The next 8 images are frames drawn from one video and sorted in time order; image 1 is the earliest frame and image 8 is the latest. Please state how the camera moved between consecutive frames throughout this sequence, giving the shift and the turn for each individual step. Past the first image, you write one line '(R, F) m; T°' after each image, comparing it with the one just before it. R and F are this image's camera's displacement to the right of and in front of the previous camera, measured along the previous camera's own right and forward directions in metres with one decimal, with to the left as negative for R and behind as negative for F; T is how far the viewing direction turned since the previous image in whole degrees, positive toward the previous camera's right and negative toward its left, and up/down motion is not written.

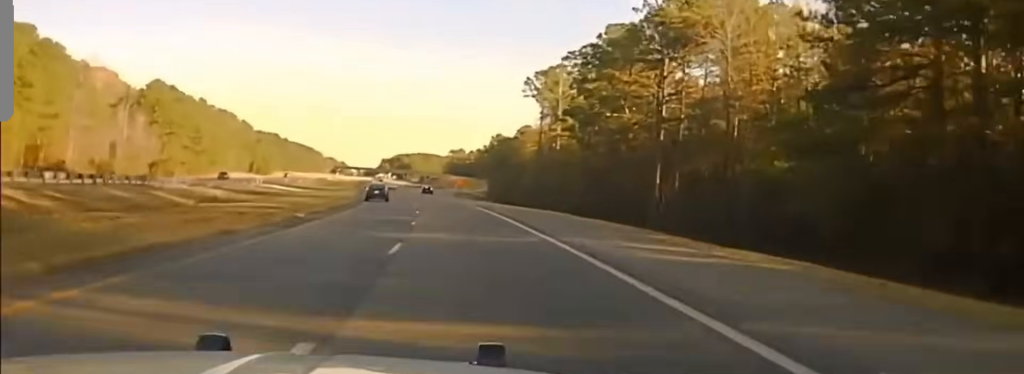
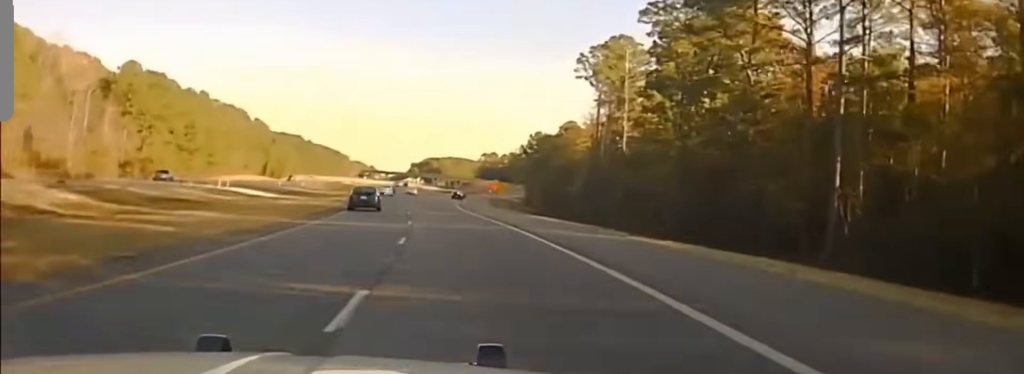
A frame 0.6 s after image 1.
(0.0, +34.0) m; 0°
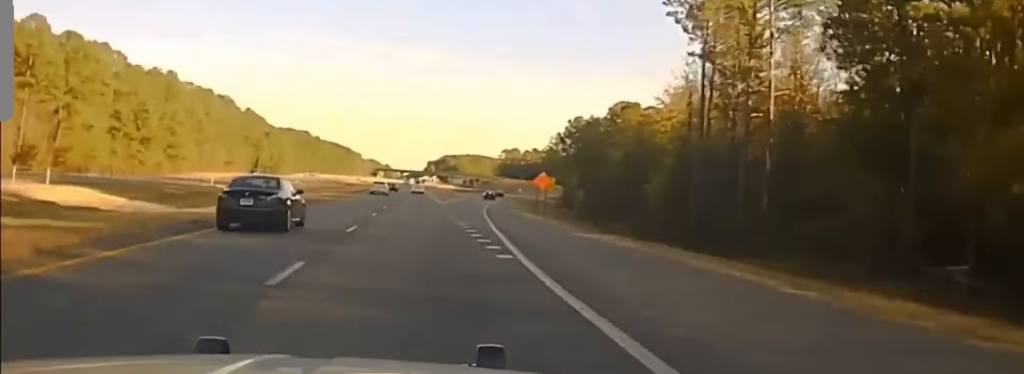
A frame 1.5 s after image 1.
(0.0, +47.8) m; 0°
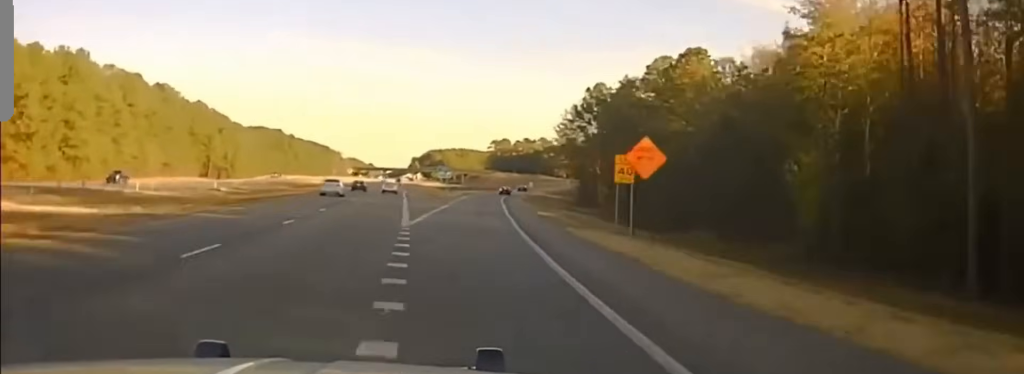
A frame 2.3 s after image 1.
(-0.1, +44.0) m; 0°
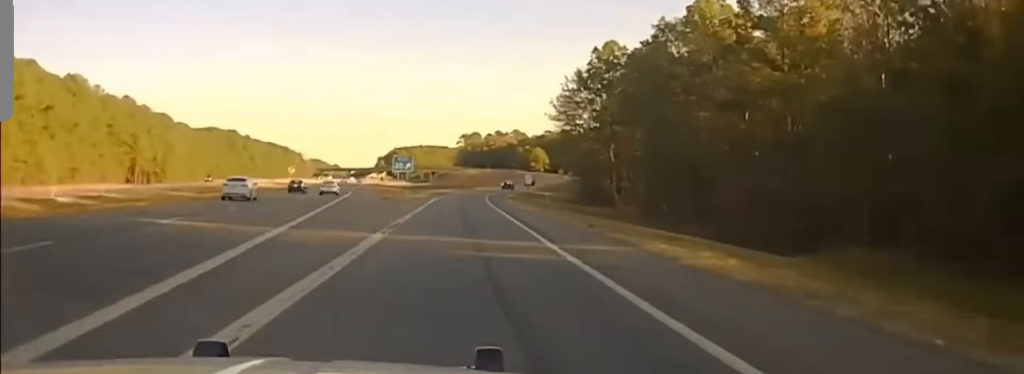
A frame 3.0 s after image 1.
(+0.3, +36.6) m; 0°
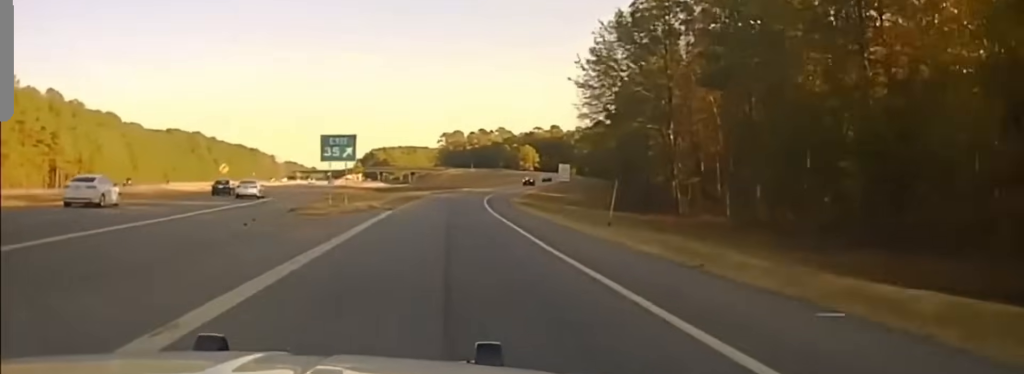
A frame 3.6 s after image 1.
(+0.1, +35.4) m; 0°
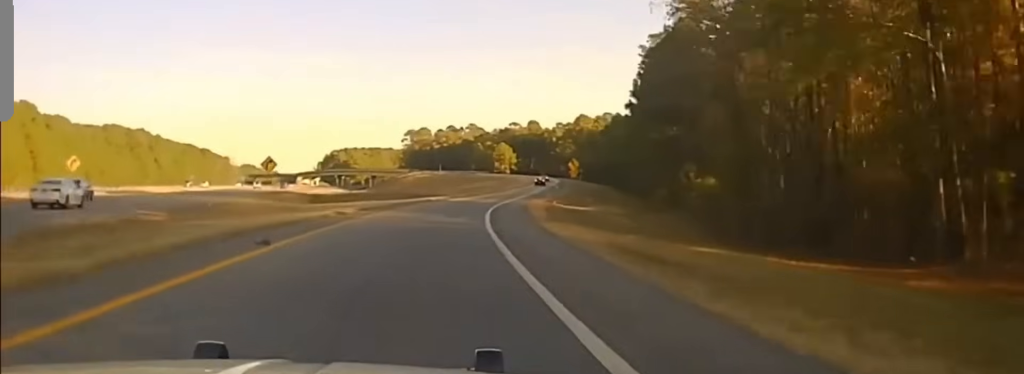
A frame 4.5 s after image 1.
(0.0, +46.2) m; 0°
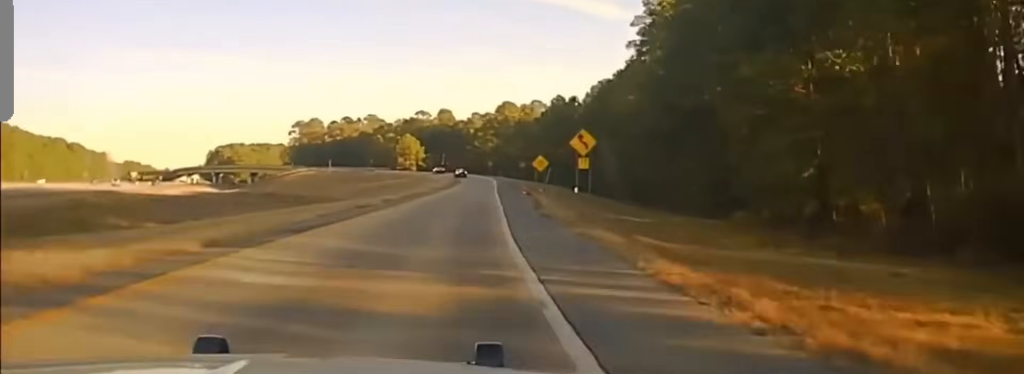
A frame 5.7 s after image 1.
(0.0, +58.4) m; +2°
